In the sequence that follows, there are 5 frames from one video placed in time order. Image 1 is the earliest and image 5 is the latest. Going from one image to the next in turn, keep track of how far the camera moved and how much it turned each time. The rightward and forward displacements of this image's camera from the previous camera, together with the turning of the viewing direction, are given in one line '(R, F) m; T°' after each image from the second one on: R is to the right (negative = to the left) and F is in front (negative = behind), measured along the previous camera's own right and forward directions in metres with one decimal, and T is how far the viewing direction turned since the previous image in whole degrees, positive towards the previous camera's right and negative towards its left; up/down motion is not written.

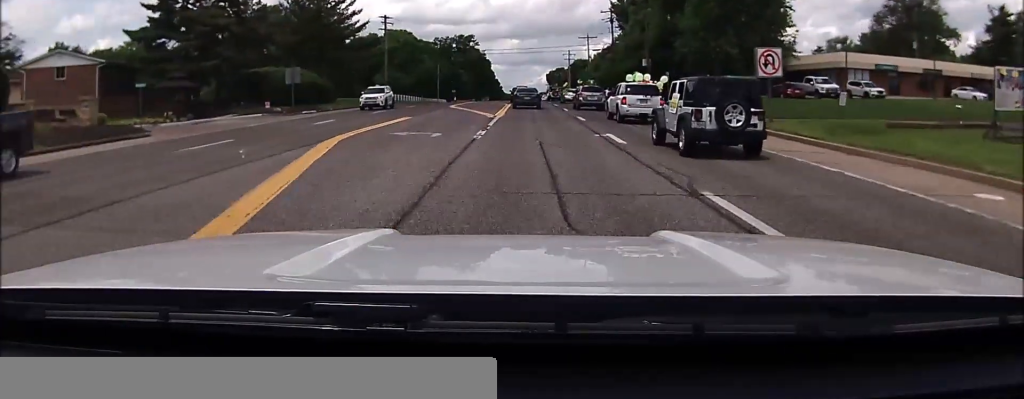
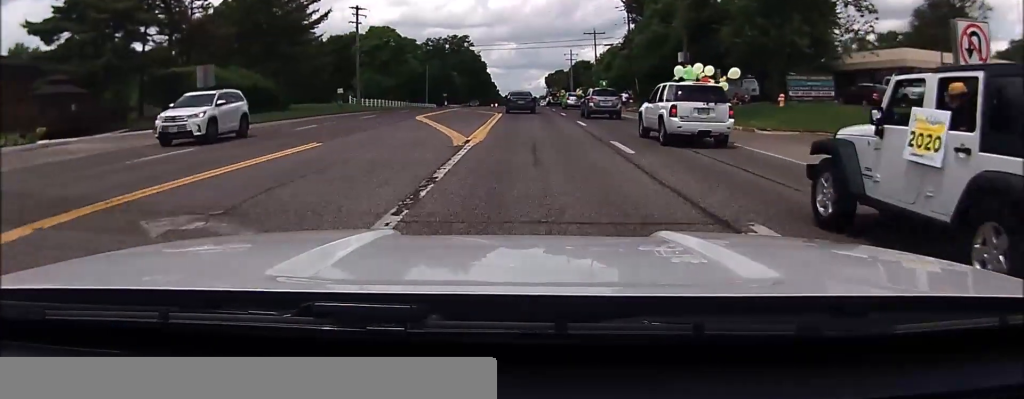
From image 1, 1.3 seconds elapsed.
(-0.1, +13.4) m; 0°
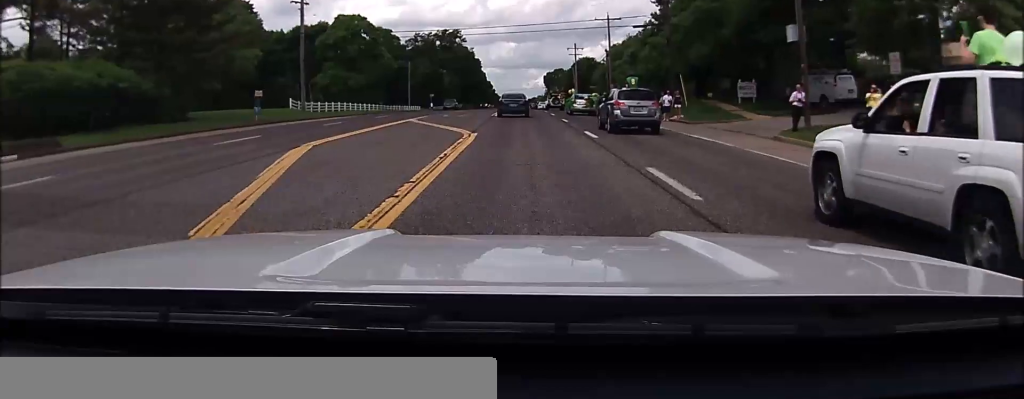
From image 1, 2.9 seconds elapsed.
(+0.3, +18.7) m; +2°
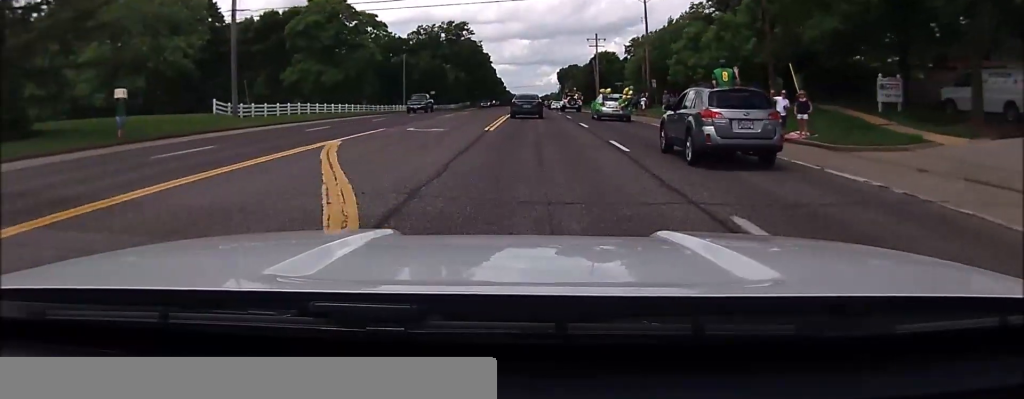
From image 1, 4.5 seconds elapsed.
(+0.1, +17.4) m; -1°
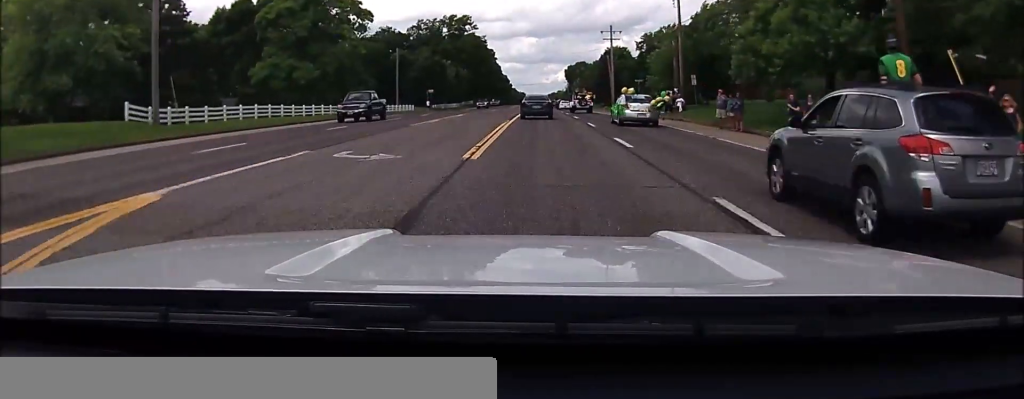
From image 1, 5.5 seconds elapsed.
(-0.4, +11.0) m; 0°
